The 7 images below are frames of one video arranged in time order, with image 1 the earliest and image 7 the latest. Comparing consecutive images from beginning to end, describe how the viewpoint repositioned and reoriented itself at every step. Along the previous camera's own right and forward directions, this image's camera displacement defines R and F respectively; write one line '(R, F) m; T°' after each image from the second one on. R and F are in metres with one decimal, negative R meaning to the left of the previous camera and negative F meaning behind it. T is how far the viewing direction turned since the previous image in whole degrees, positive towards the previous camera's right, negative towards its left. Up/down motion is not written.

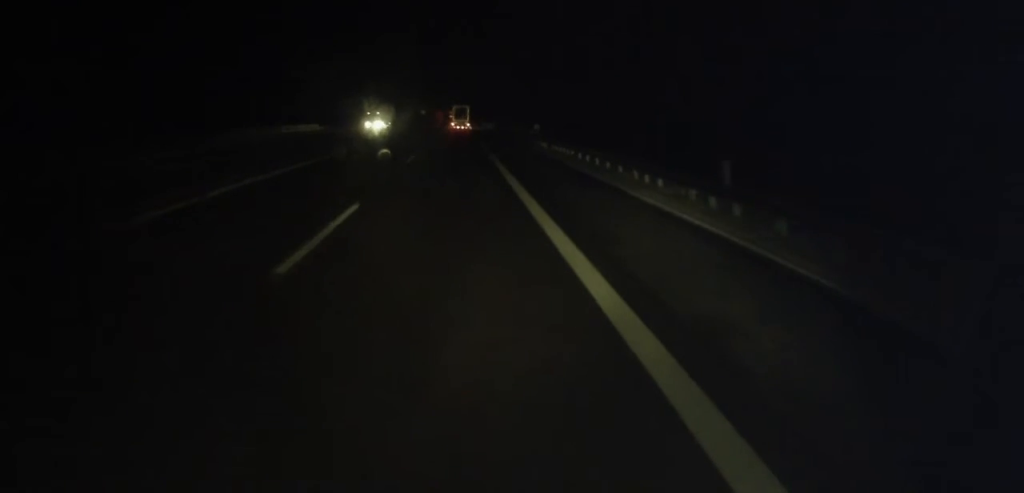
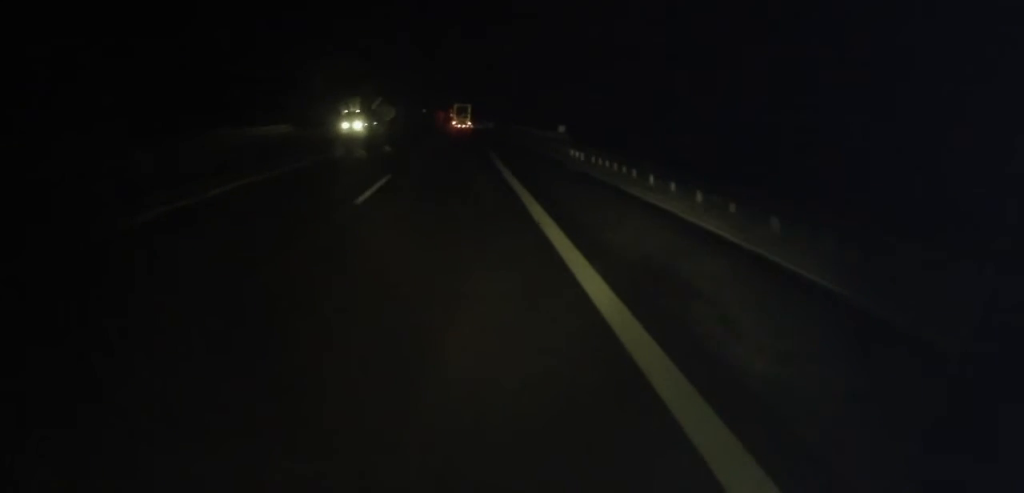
(0.0, +11.8) m; 0°
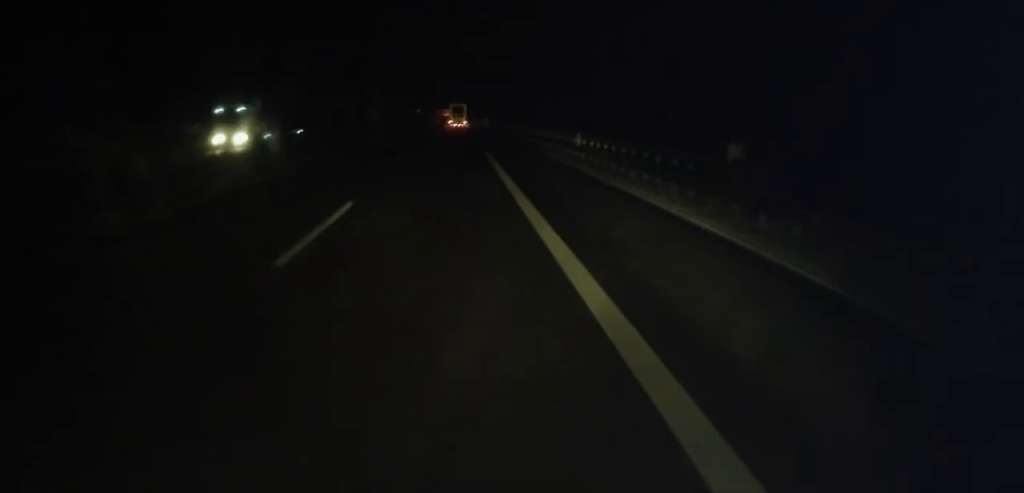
(+0.1, +24.3) m; +1°
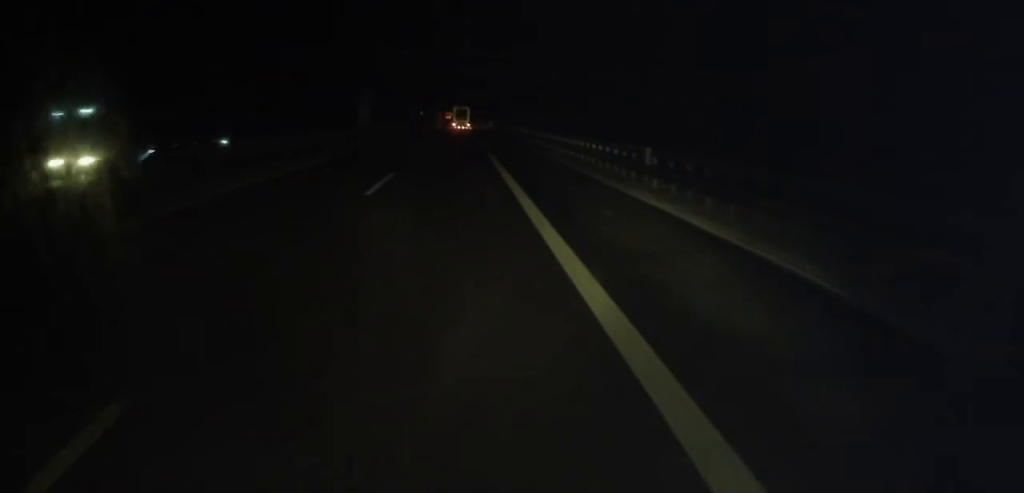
(+0.3, +10.3) m; 0°
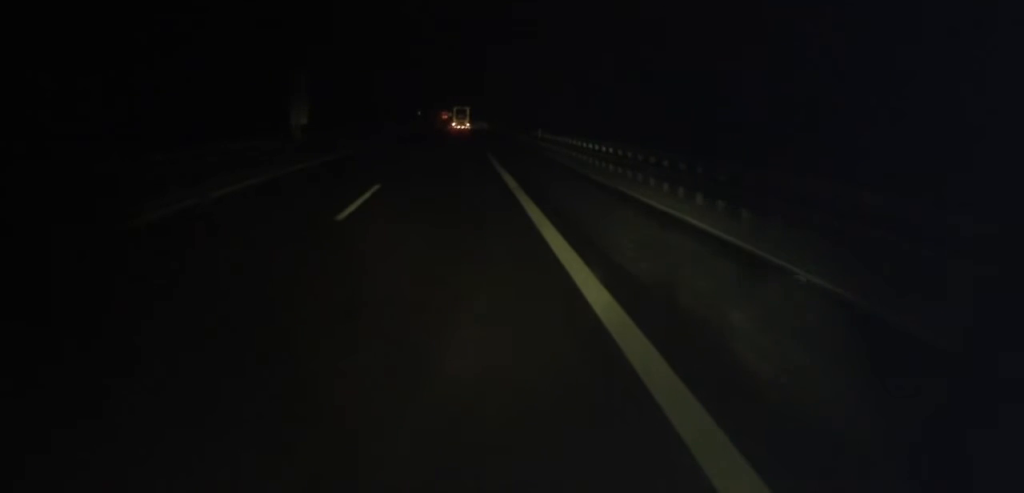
(-0.1, +22.1) m; 0°
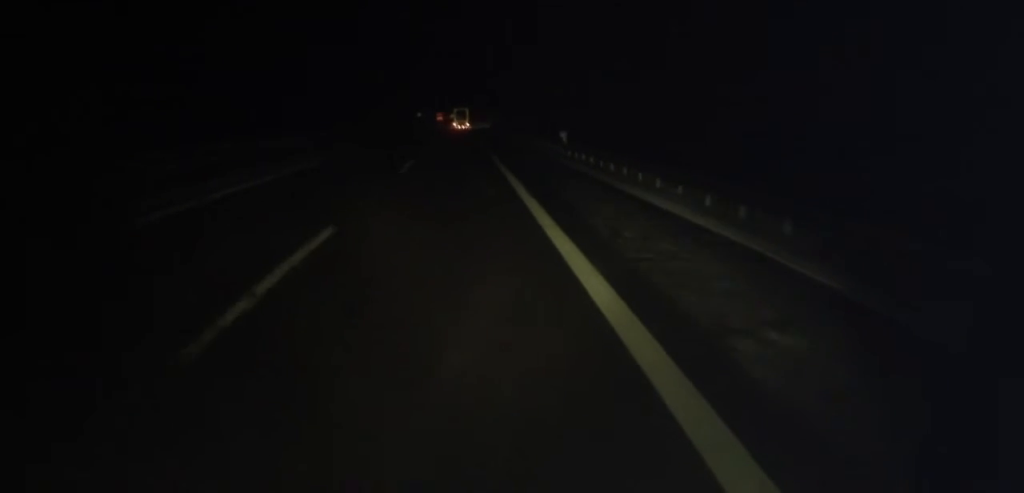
(-0.6, +61.4) m; -1°
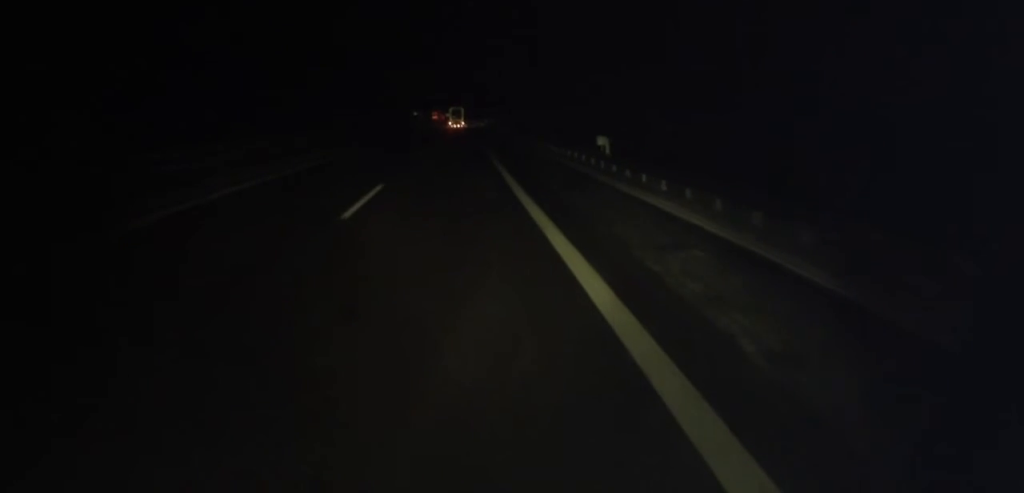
(-0.1, +10.8) m; +1°
